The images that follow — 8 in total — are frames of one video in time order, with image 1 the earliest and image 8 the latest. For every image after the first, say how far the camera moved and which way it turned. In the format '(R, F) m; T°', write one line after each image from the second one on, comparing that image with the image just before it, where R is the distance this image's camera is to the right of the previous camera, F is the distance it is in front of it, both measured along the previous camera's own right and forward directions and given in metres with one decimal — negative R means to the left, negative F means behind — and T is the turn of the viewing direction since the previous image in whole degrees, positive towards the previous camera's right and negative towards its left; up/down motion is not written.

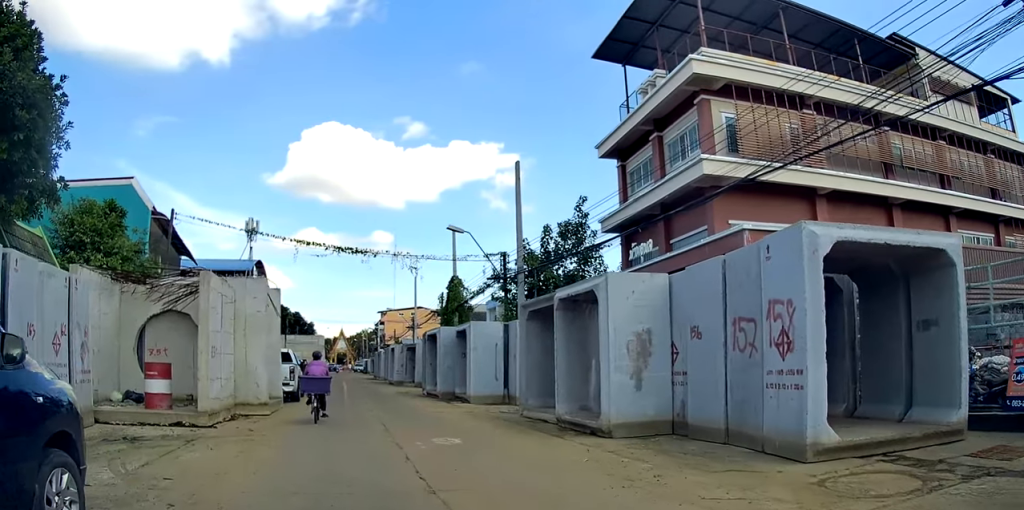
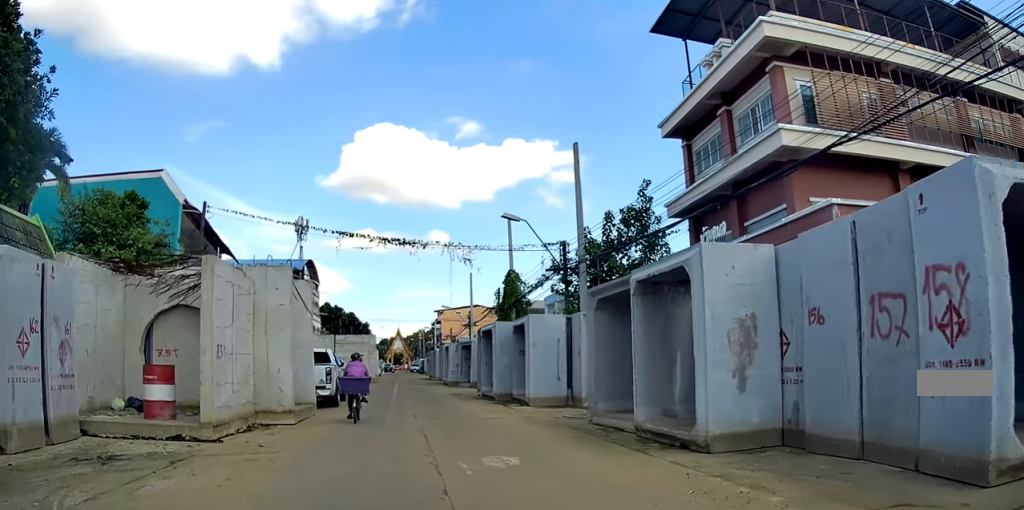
(0.0, +2.6) m; -2°
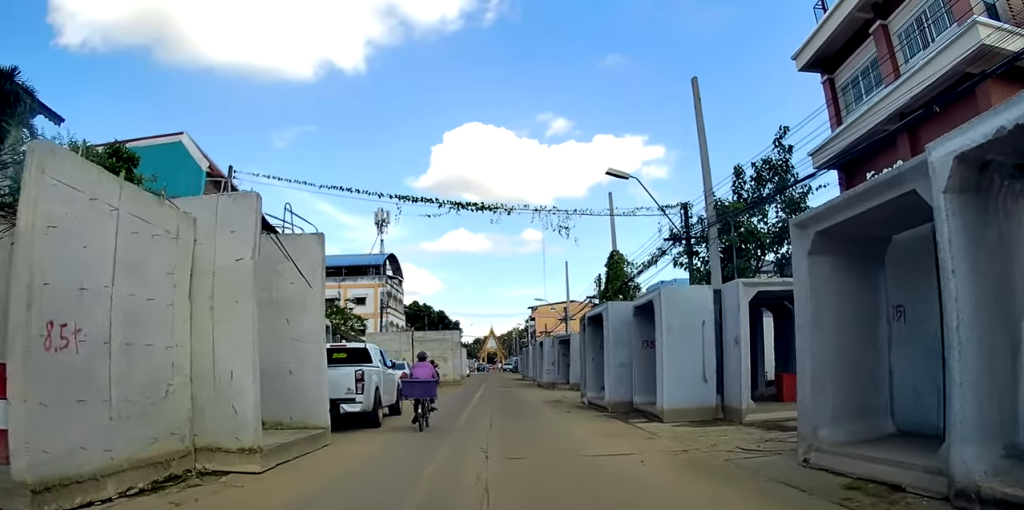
(-0.1, +7.3) m; +1°
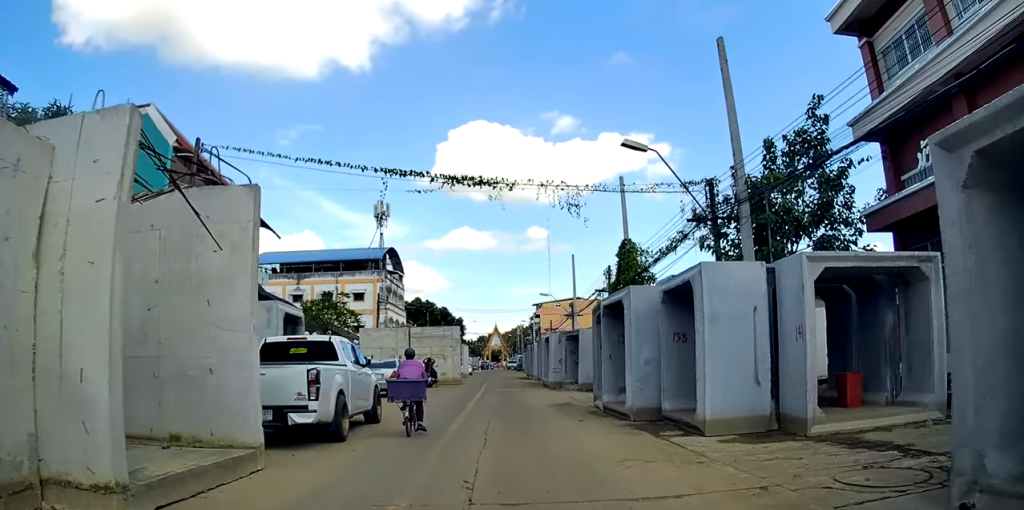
(0.0, +3.2) m; +3°
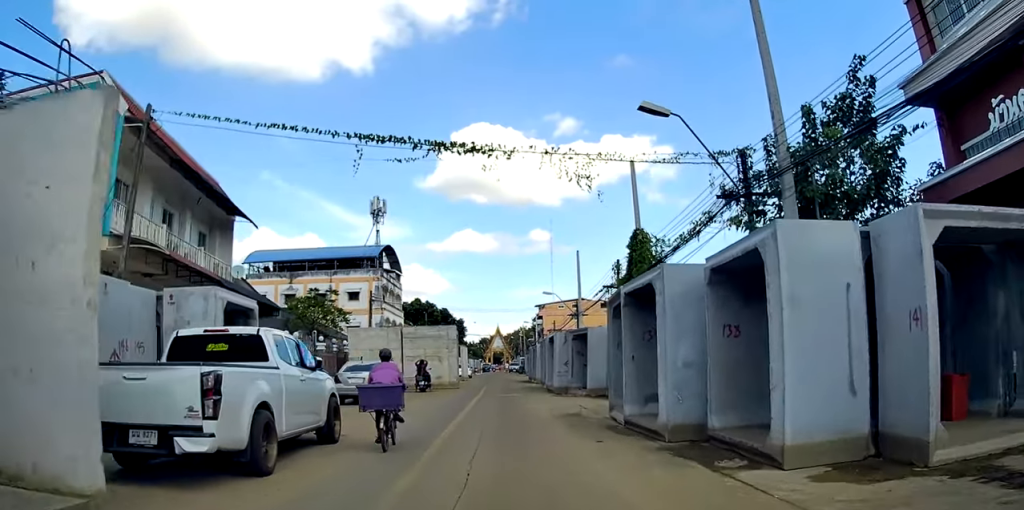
(+0.2, +3.7) m; -2°
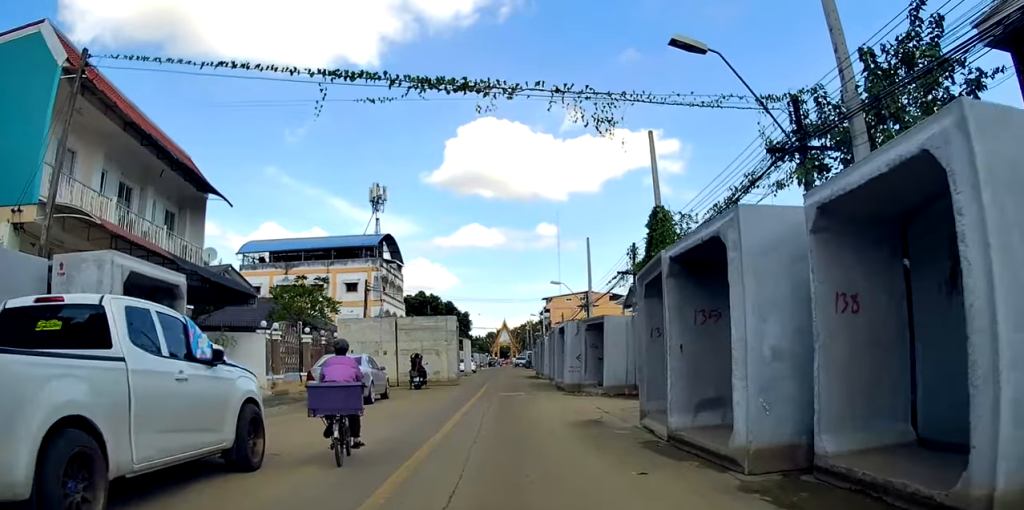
(+0.3, +3.5) m; -3°
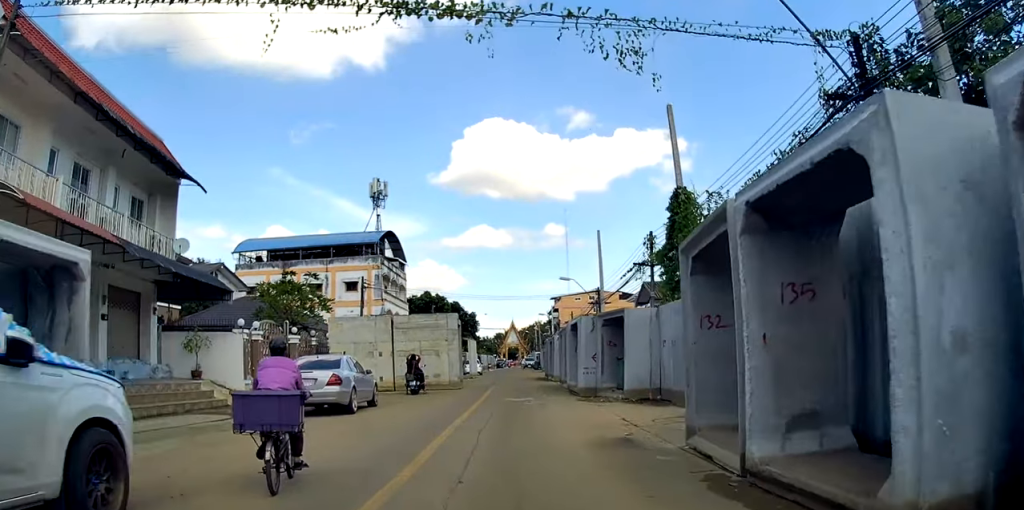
(-0.4, +3.1) m; -5°
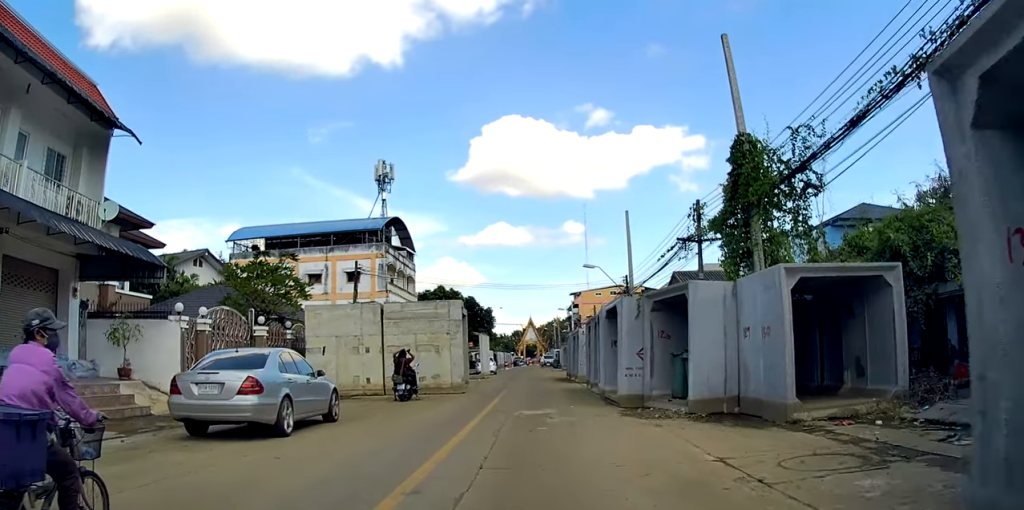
(-0.5, +6.0) m; -5°
